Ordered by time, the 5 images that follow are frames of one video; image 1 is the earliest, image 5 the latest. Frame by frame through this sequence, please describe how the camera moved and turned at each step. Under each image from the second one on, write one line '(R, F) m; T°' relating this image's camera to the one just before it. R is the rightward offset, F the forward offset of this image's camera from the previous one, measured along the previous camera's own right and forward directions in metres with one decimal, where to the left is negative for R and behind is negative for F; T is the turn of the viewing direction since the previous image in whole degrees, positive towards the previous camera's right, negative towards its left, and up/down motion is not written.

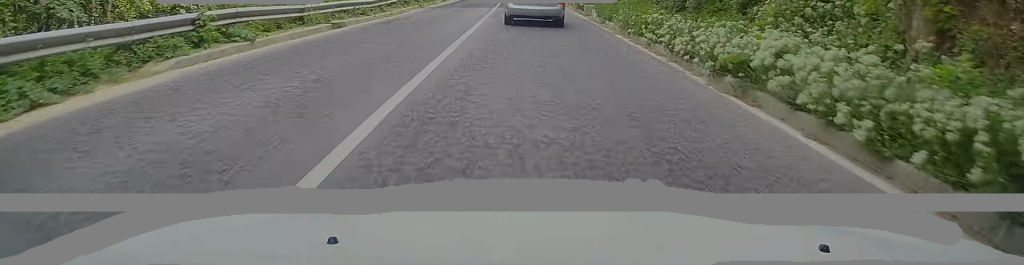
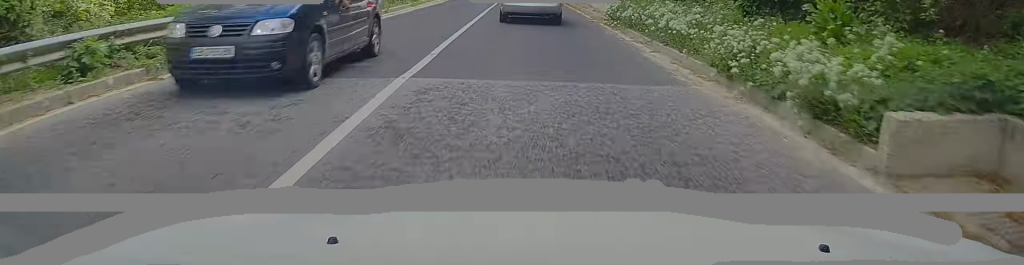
(-0.3, +24.0) m; -1°
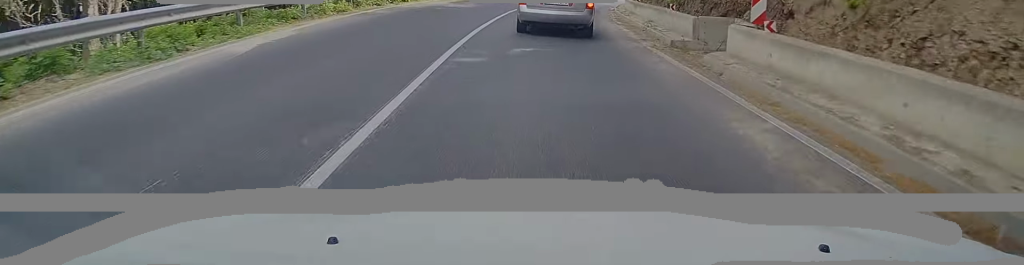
(0.0, +42.0) m; +3°
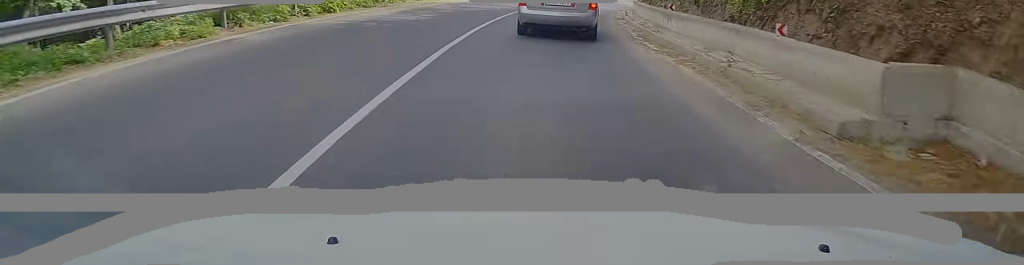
(+0.2, +8.4) m; +2°
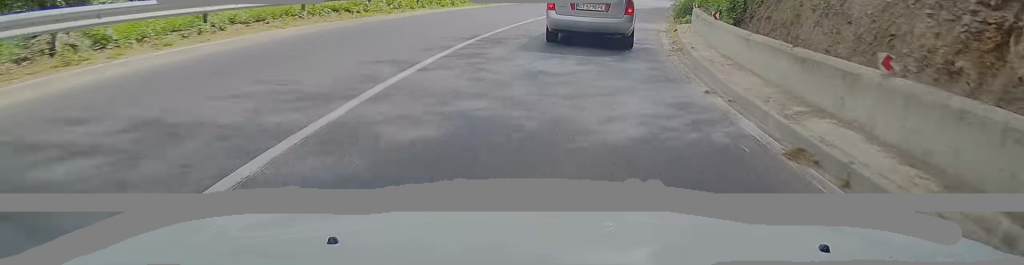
(+1.5, +28.4) m; +8°
